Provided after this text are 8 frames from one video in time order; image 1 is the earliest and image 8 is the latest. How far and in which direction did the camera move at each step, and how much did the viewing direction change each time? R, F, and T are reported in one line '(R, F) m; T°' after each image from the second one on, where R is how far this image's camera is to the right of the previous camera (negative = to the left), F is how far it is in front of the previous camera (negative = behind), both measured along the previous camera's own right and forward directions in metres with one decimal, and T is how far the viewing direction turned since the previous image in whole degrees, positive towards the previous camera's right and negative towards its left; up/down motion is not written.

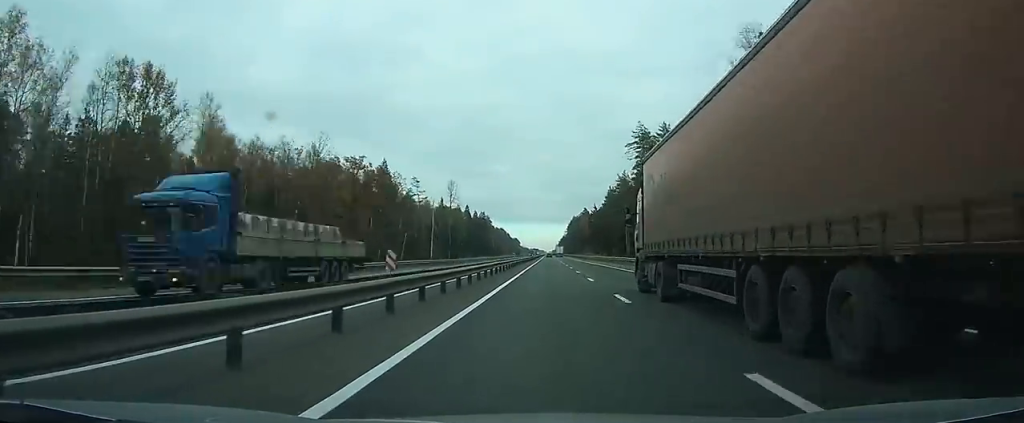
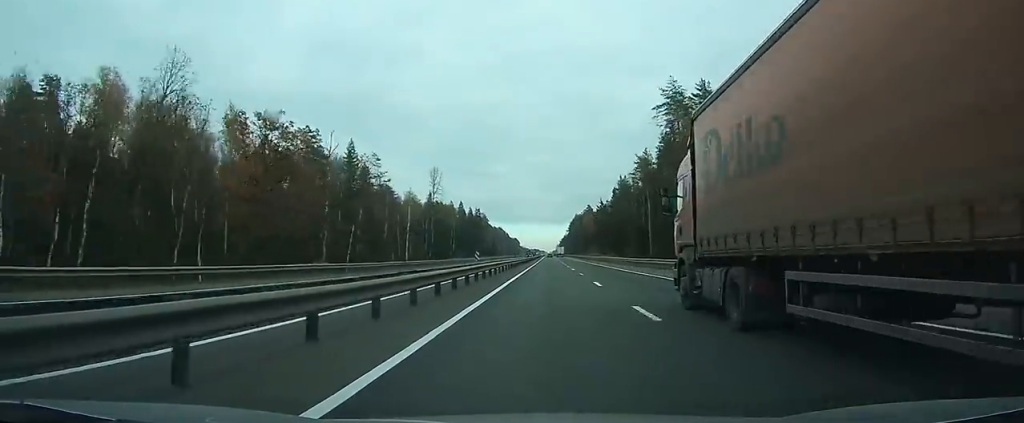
(0.0, +29.2) m; 0°
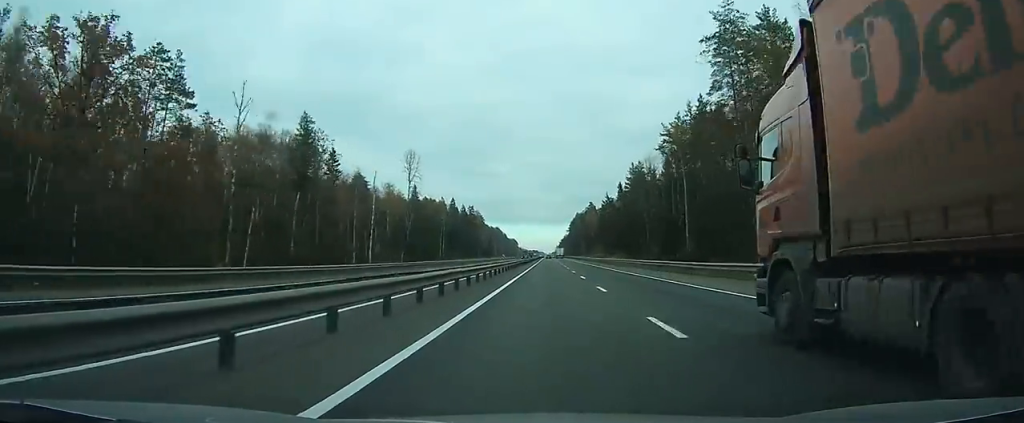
(0.0, +27.3) m; 0°
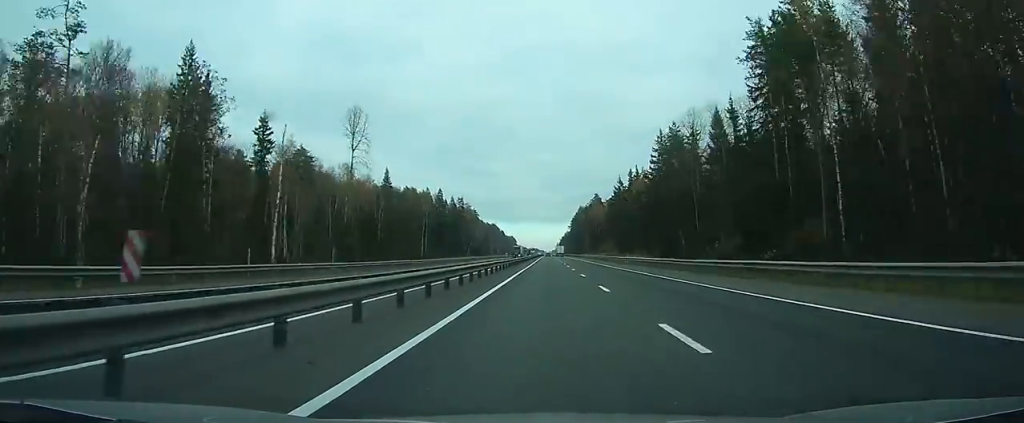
(0.0, +39.0) m; 0°
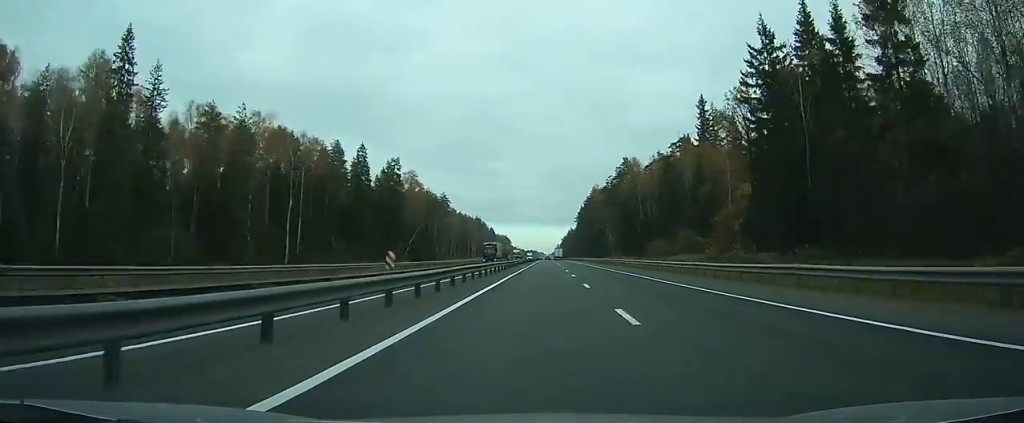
(+0.2, +114.7) m; 0°
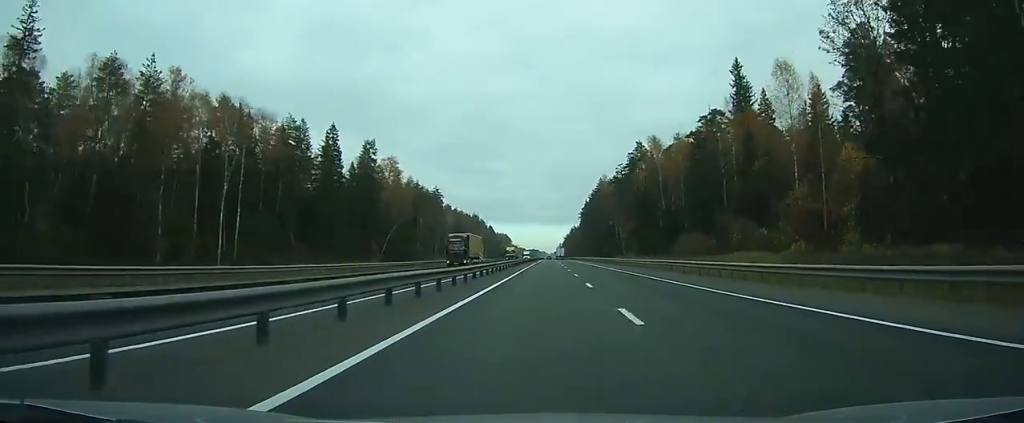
(-0.1, +23.3) m; 0°
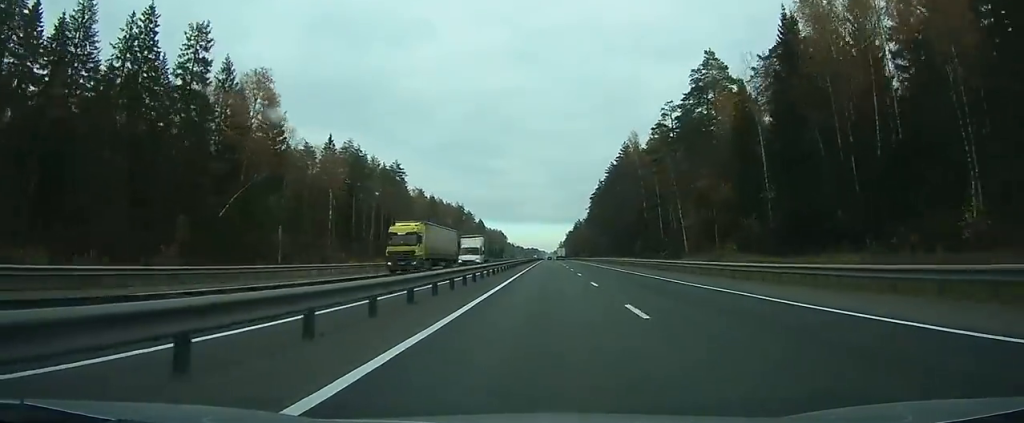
(-0.4, +71.0) m; 0°
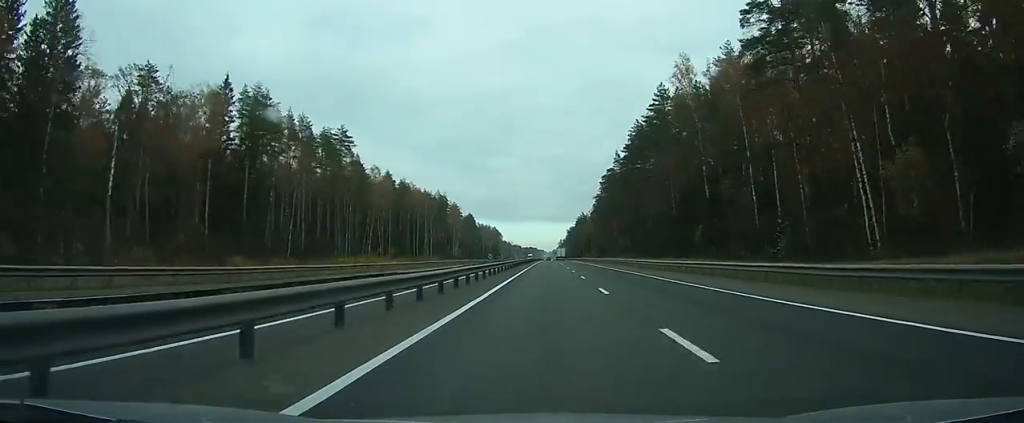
(+0.1, +54.4) m; 0°
